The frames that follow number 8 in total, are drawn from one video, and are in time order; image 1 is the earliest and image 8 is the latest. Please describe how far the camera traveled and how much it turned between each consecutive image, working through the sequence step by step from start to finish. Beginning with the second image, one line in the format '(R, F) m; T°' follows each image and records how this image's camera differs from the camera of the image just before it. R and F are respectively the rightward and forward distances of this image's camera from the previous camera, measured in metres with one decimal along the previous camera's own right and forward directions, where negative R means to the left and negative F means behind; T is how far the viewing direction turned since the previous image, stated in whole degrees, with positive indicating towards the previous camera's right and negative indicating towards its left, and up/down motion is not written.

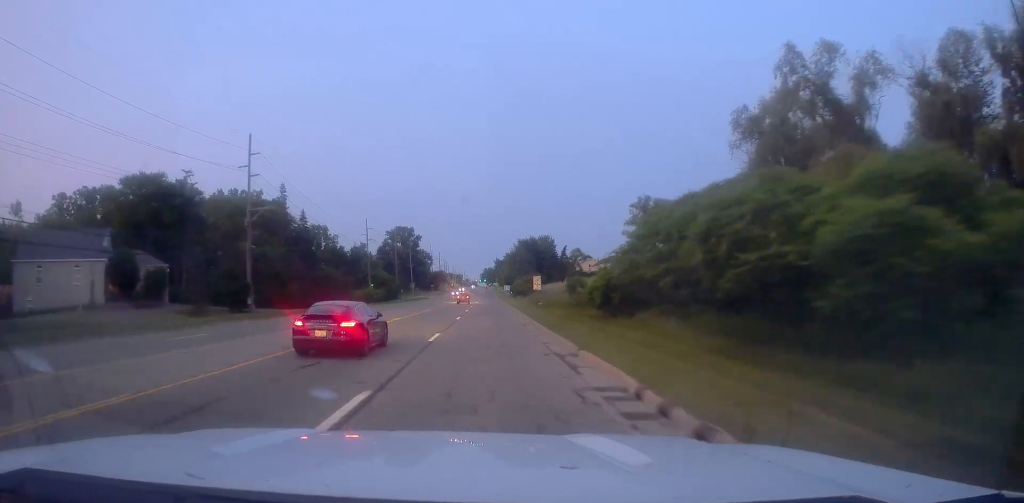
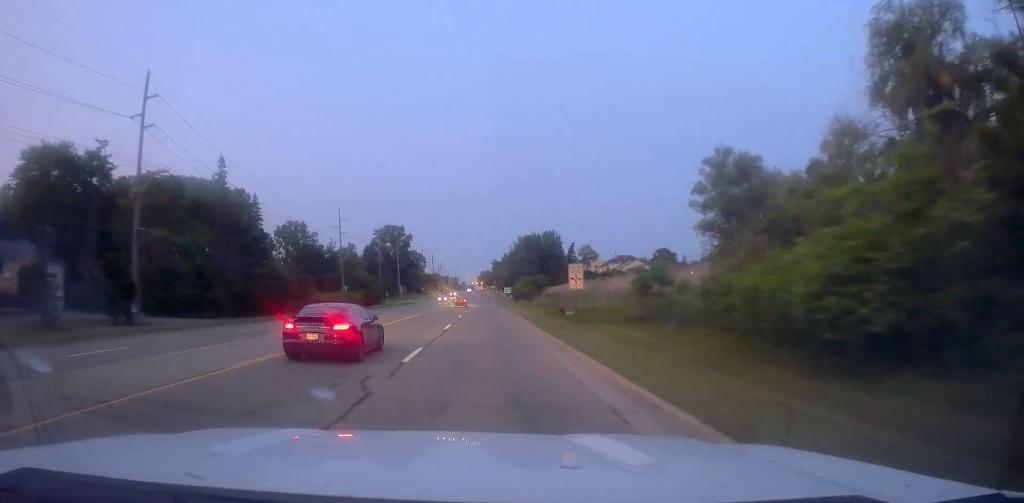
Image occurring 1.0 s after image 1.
(+0.4, +22.2) m; 0°
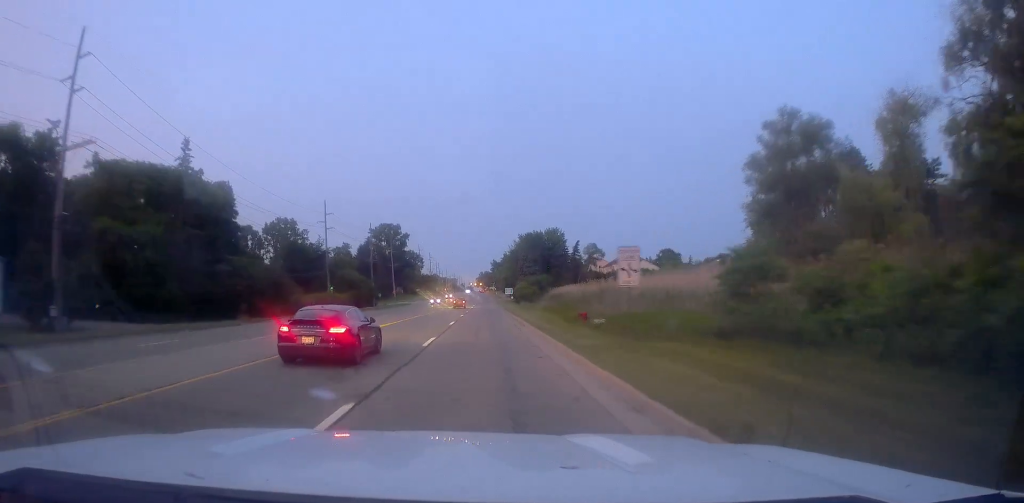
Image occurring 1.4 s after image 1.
(+0.2, +9.6) m; 0°
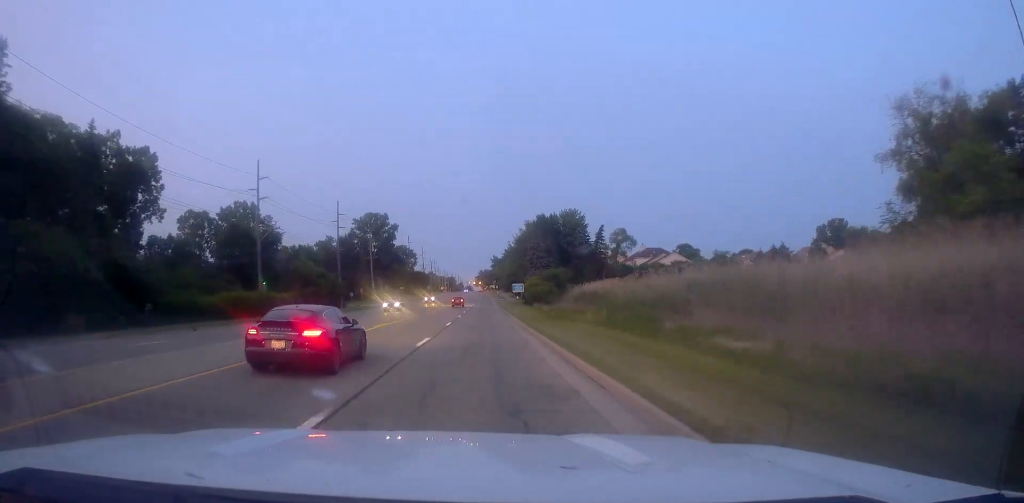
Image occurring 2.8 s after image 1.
(-1.1, +31.2) m; -1°
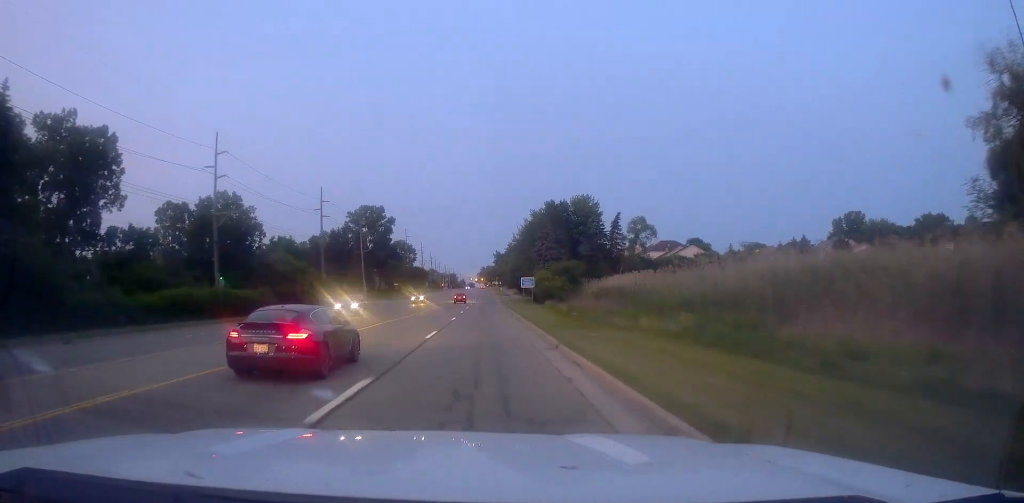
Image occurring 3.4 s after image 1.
(-0.2, +12.7) m; +1°
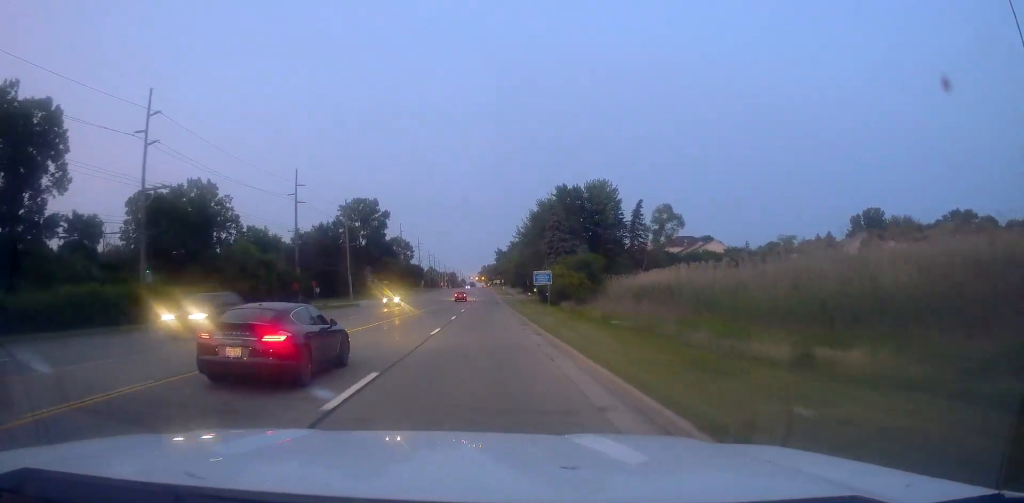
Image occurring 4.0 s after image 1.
(+0.5, +14.0) m; +1°
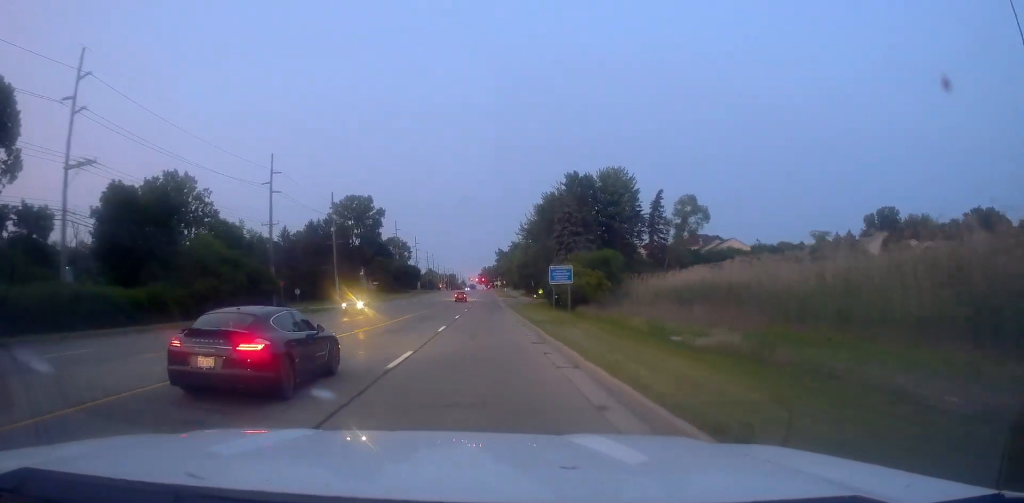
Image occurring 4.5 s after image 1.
(+0.2, +10.4) m; 0°
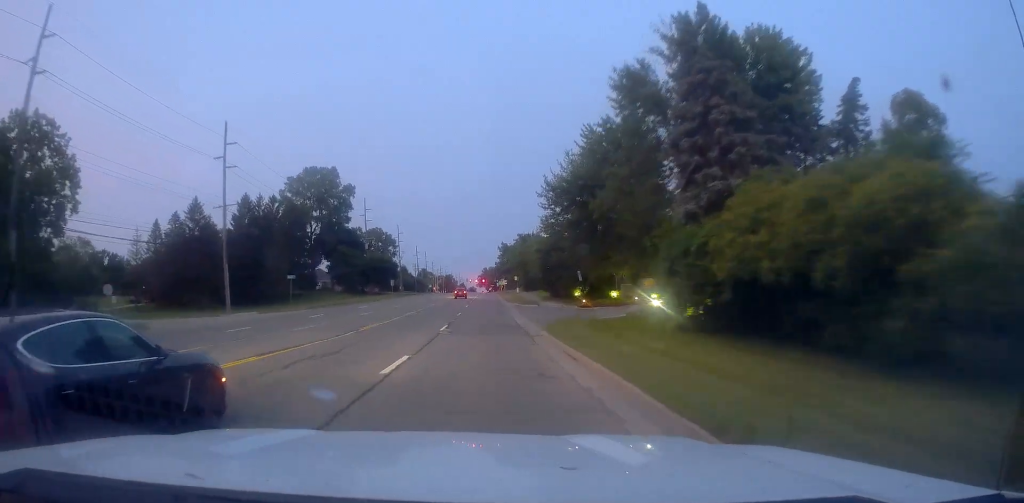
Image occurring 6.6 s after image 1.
(-0.1, +45.9) m; -1°
